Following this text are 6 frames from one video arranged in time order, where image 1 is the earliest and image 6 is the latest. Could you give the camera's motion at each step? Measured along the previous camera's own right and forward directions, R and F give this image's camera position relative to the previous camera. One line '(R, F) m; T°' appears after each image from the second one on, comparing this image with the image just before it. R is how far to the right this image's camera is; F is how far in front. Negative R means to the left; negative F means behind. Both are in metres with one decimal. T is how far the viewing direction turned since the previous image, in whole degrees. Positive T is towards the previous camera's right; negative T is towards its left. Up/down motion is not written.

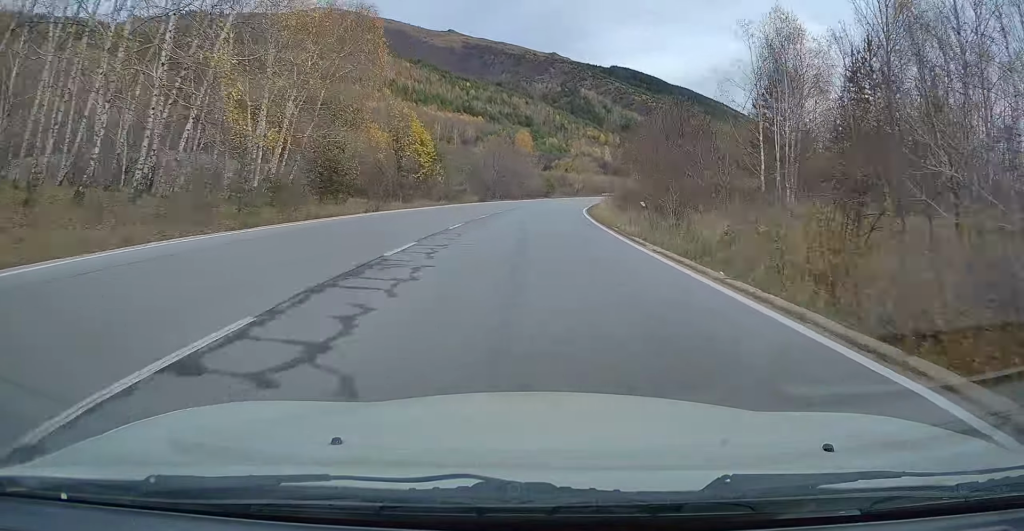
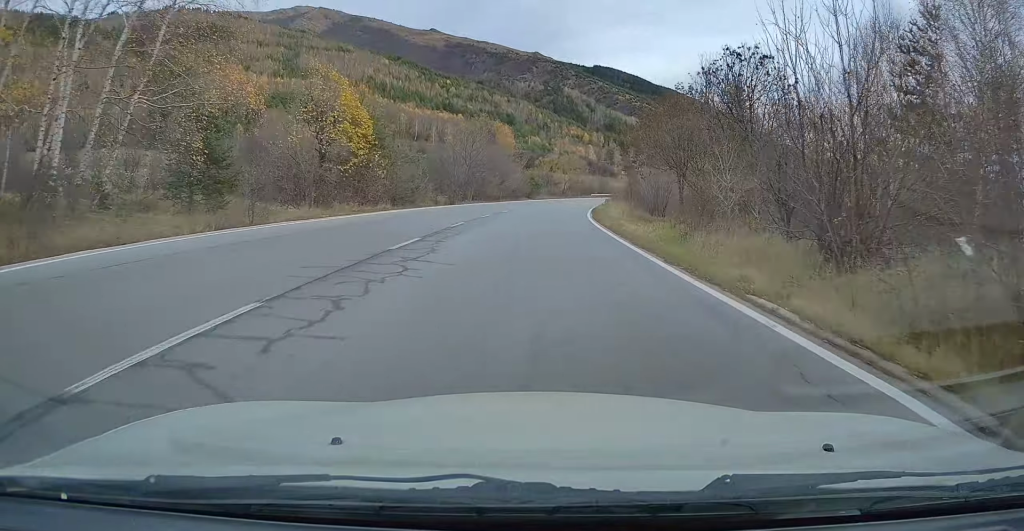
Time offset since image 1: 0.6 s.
(+0.3, +17.1) m; +1°
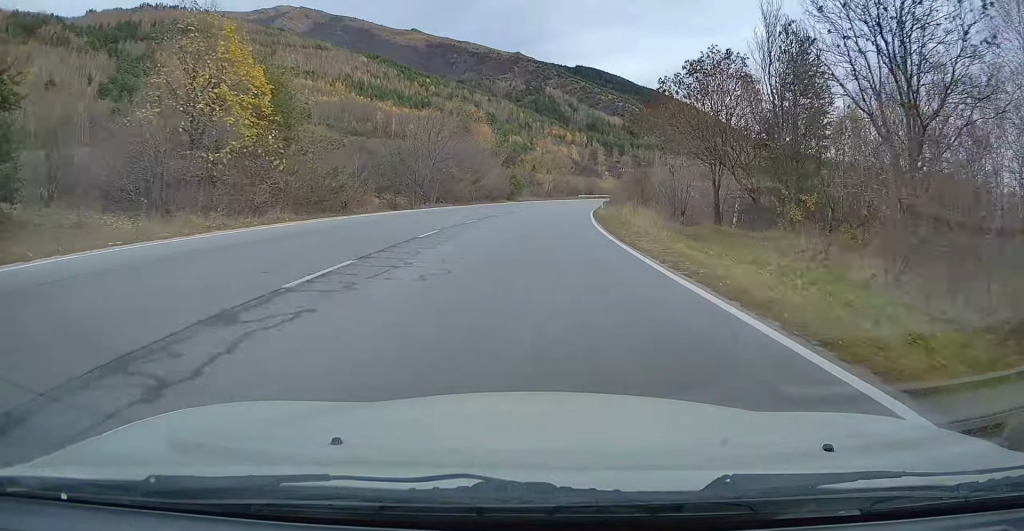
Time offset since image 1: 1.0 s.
(0.0, +14.1) m; +1°
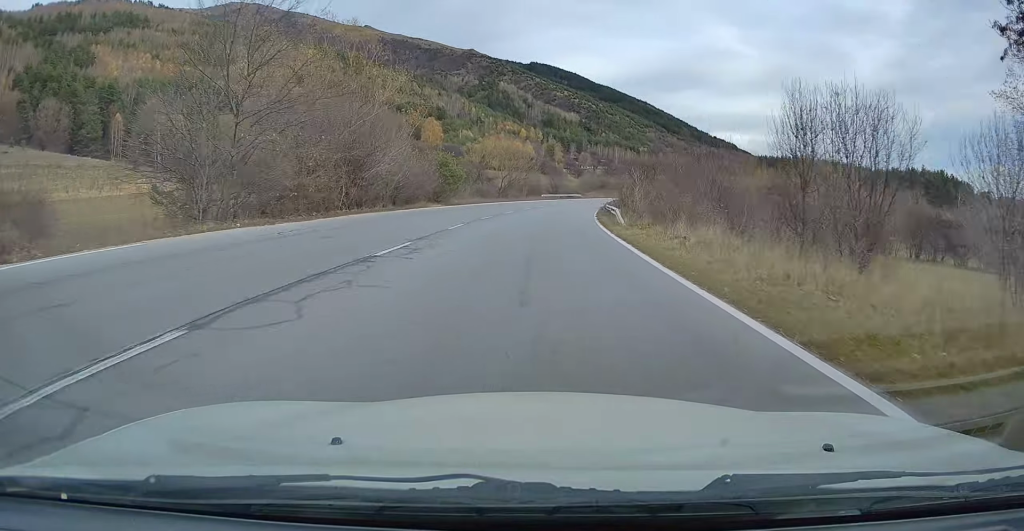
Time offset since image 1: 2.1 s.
(+1.0, +32.2) m; +4°
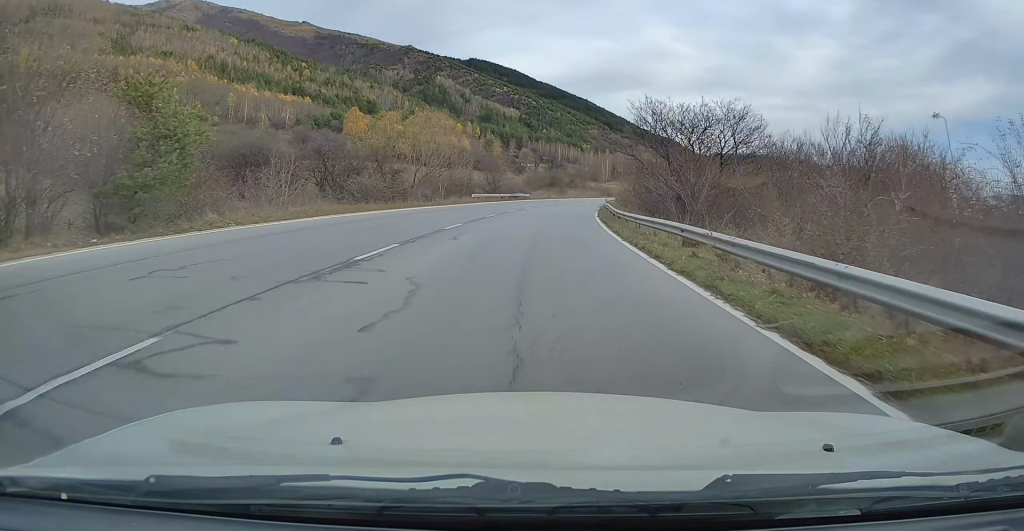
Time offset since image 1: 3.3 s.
(+1.6, +36.1) m; +5°
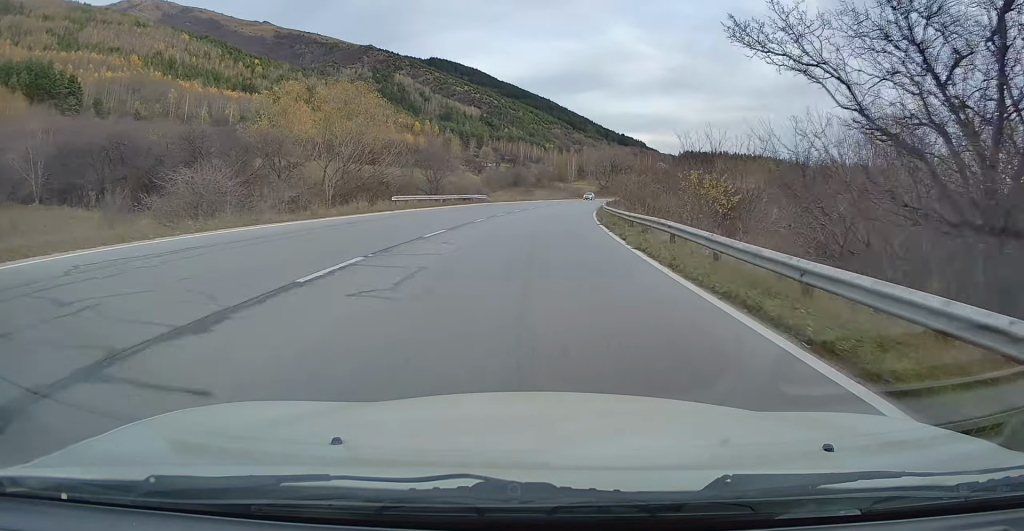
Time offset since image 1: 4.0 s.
(+0.7, +22.0) m; +4°
